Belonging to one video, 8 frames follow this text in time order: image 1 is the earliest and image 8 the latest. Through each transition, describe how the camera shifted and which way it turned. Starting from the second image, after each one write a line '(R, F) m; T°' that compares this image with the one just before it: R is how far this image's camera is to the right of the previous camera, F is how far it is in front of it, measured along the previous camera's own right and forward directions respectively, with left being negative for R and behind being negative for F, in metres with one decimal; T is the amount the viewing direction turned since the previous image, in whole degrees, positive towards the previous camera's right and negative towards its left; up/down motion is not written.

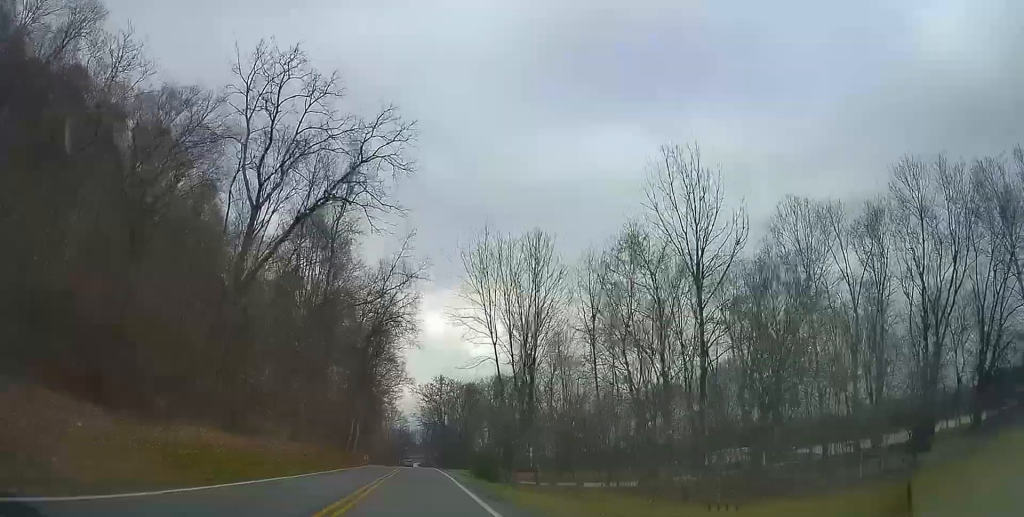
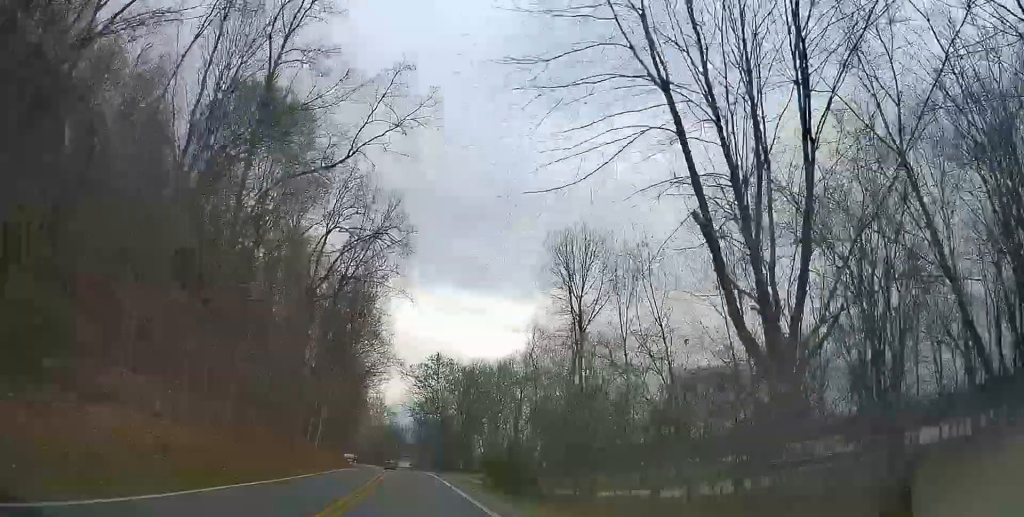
(+0.1, +23.8) m; +2°
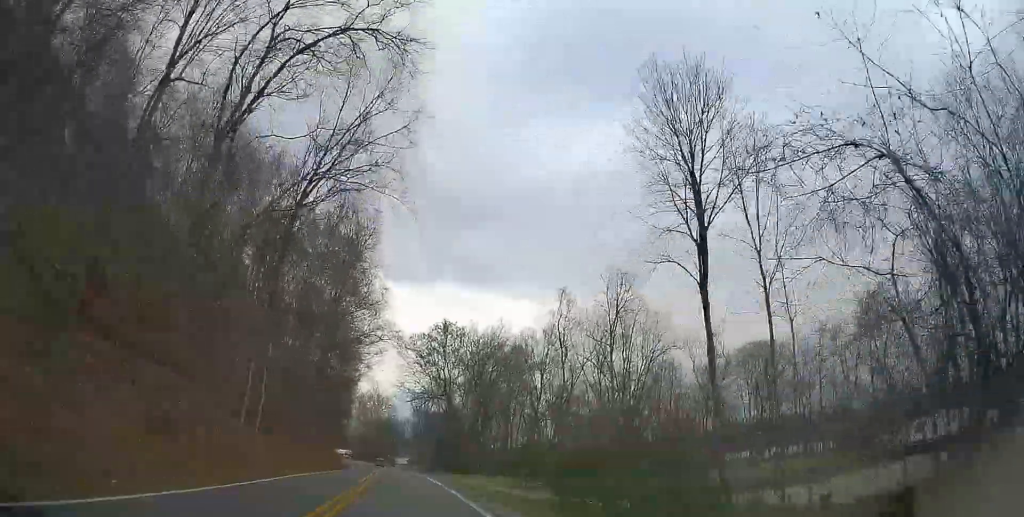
(+0.8, +20.2) m; +1°
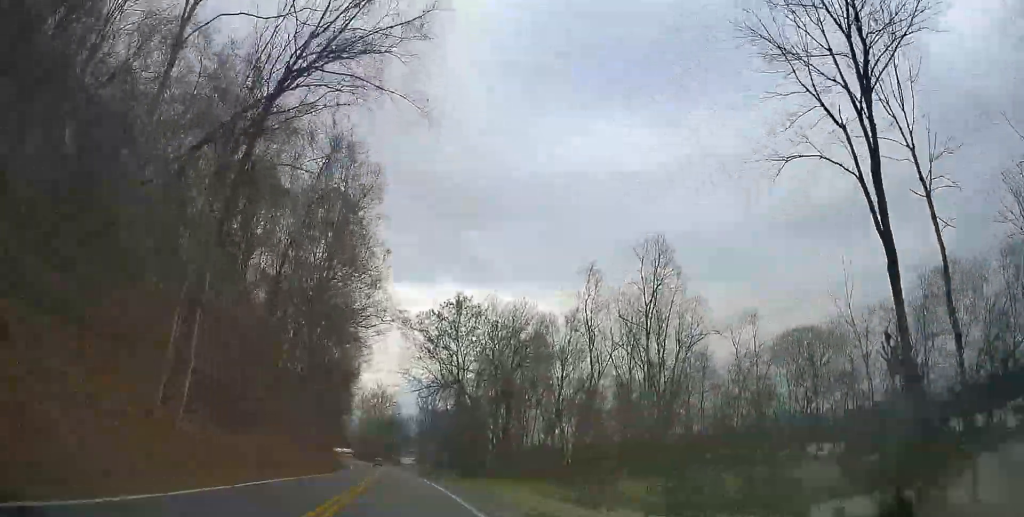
(-0.1, +11.3) m; -1°
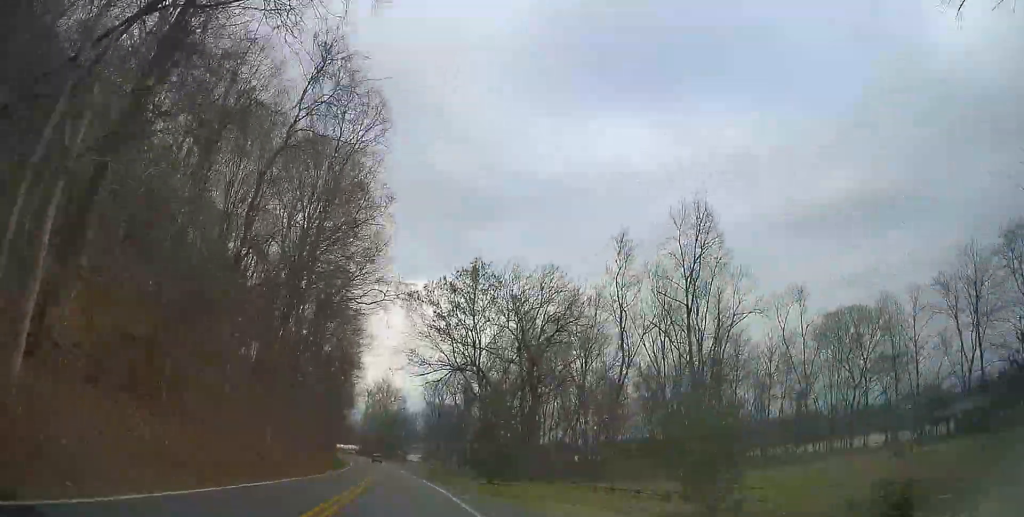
(0.0, +9.9) m; -1°
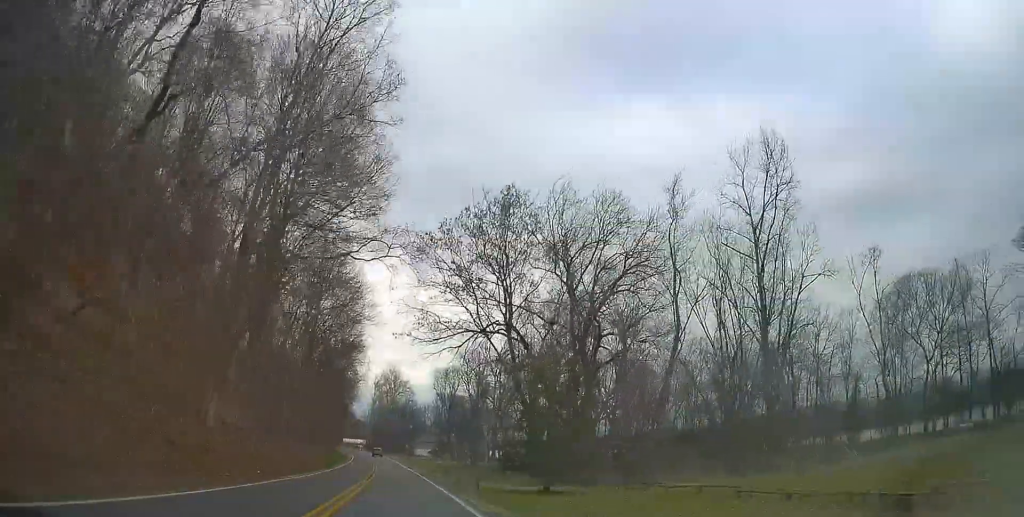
(-0.2, +13.1) m; -1°
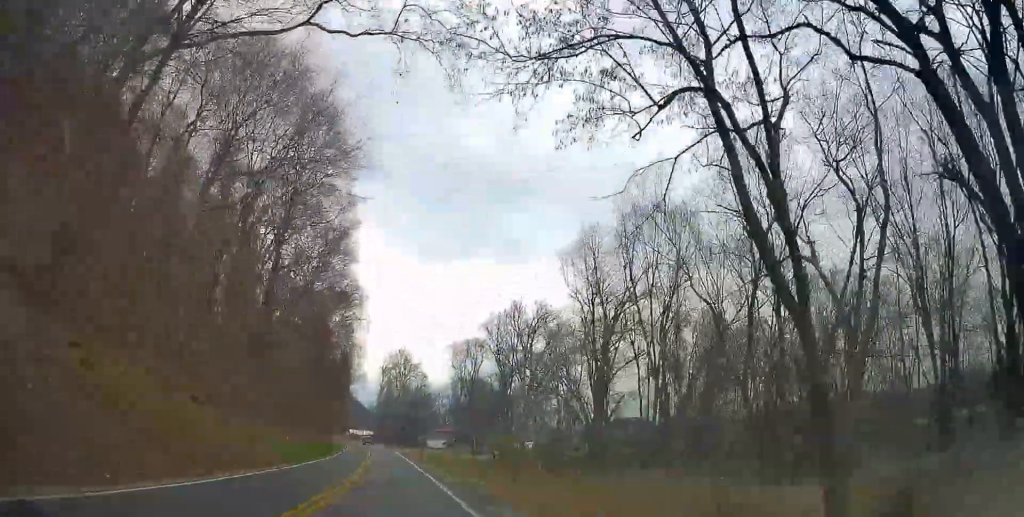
(-0.3, +29.2) m; -1°
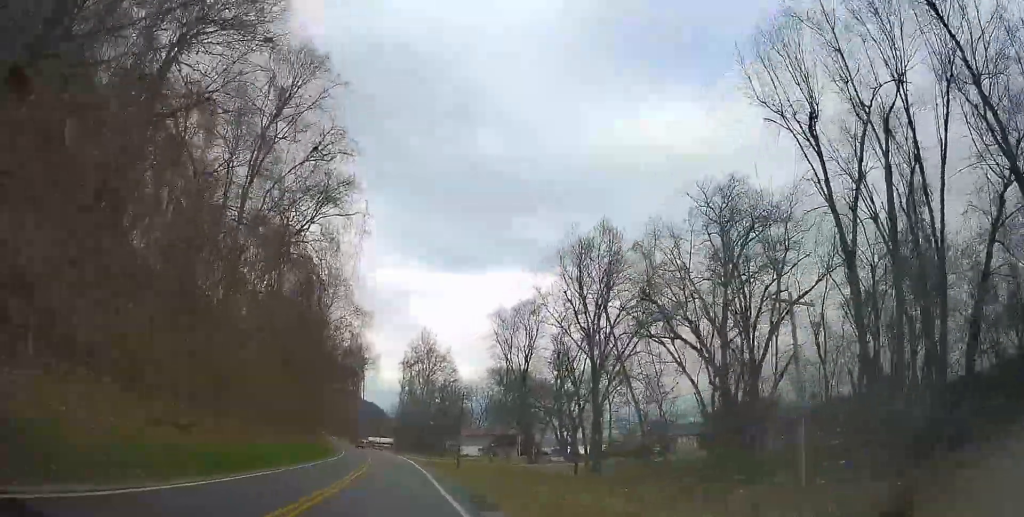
(-0.5, +38.5) m; -2°
